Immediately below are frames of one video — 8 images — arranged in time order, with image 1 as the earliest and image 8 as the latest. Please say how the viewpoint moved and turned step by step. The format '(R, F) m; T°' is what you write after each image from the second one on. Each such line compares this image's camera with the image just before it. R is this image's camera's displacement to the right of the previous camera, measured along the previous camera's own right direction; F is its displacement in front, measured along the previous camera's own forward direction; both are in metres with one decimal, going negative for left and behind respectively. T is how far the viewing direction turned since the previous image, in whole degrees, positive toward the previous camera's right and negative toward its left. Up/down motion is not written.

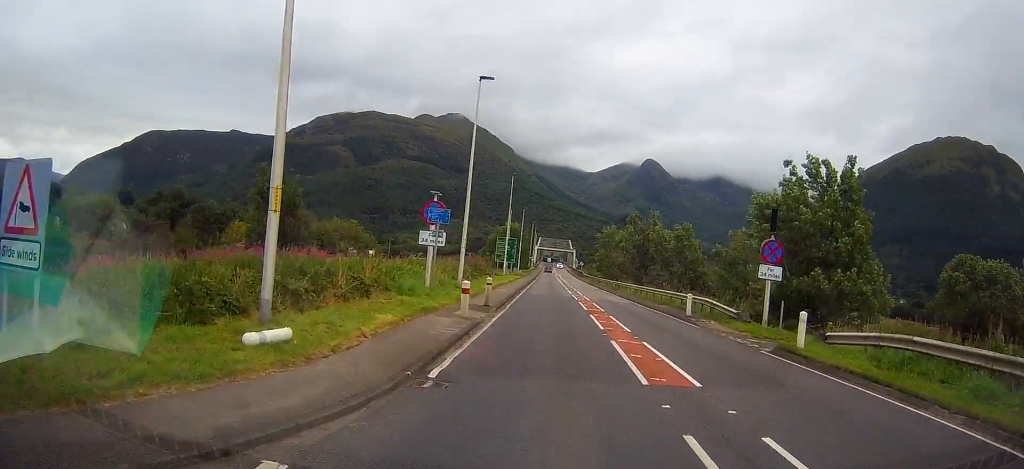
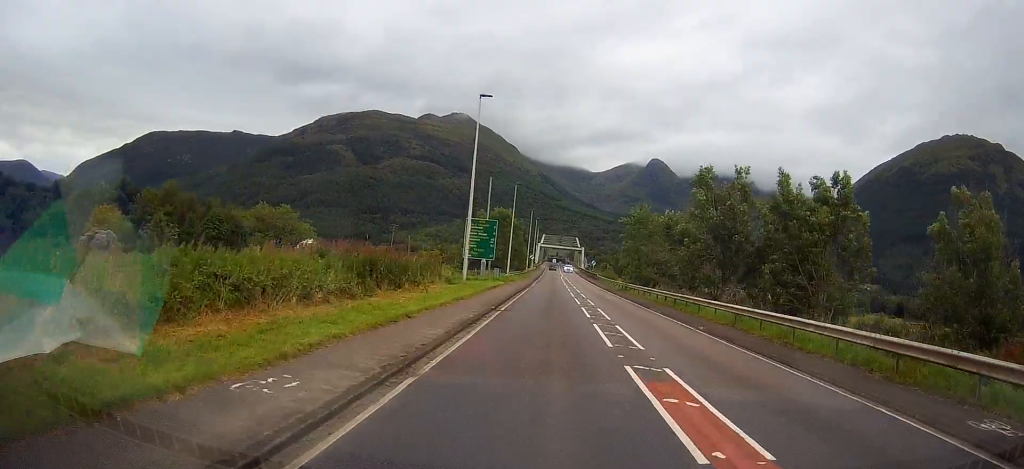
(-0.2, +30.5) m; -1°
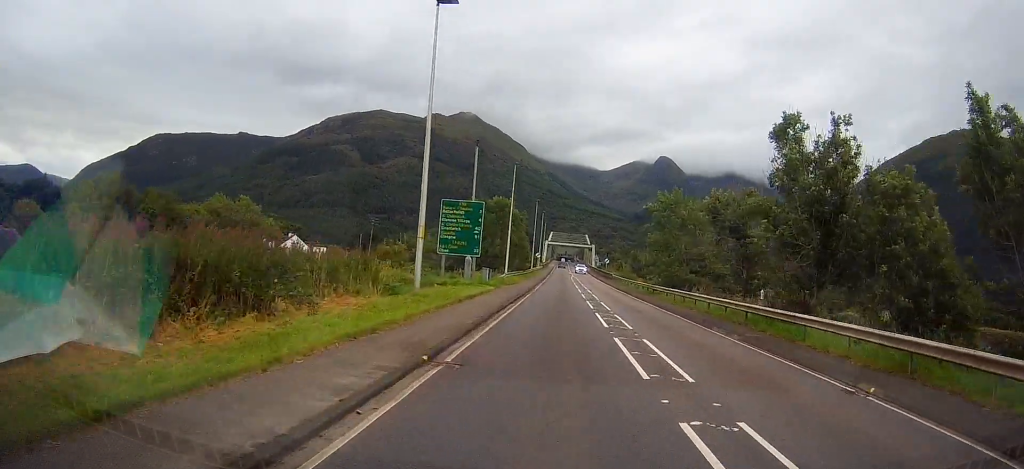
(0.0, +13.1) m; -1°
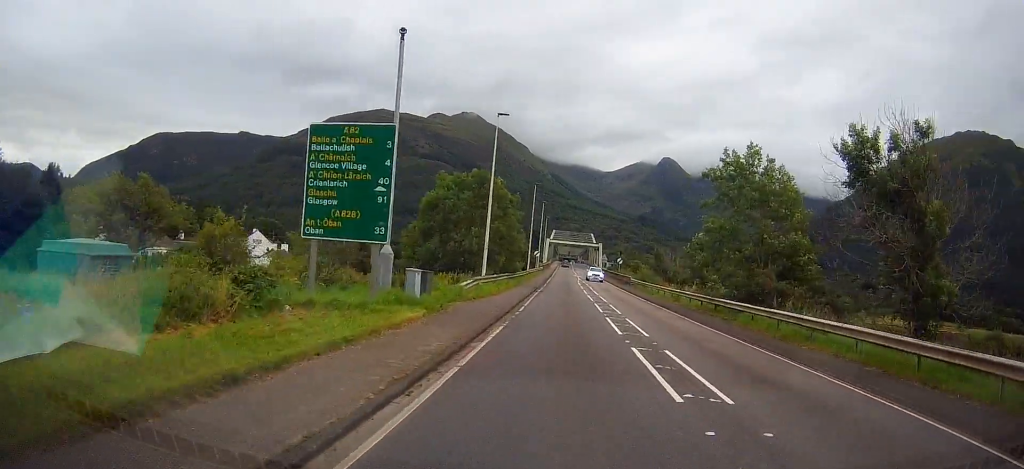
(-0.2, +19.1) m; 0°
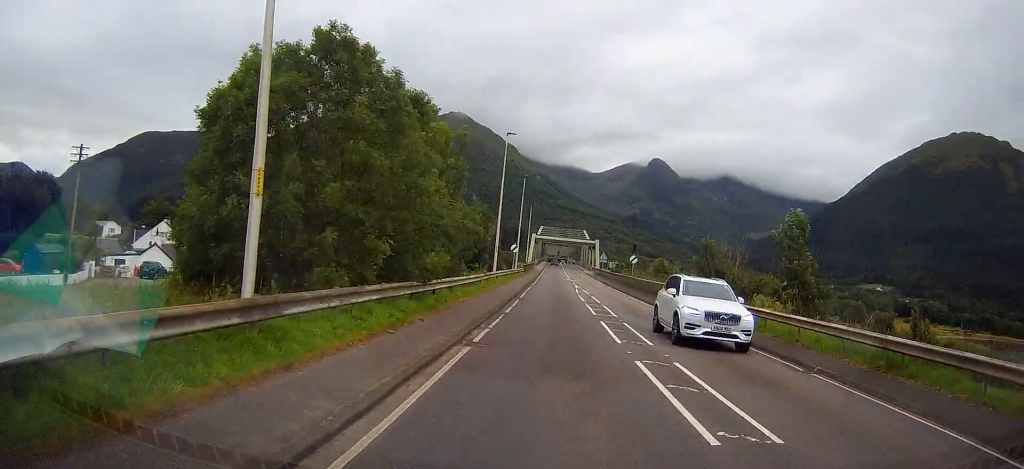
(+0.4, +28.2) m; +1°
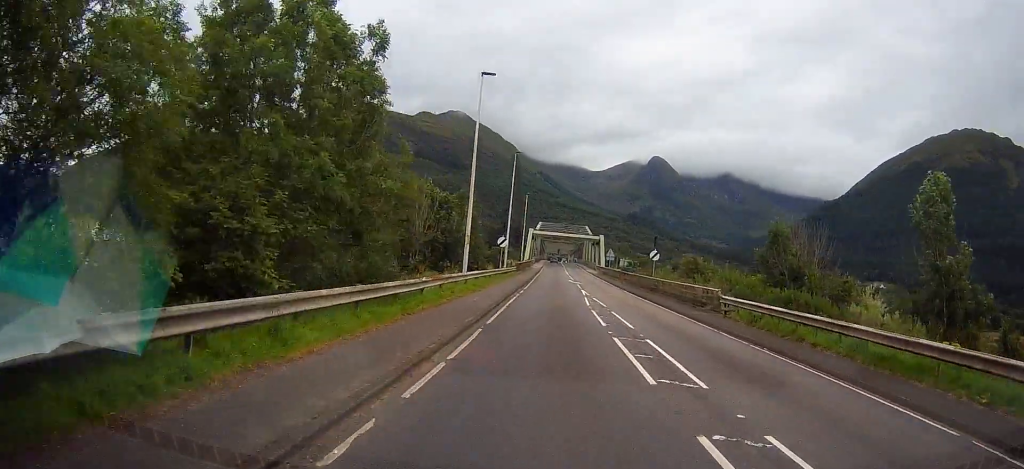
(0.0, +14.4) m; 0°
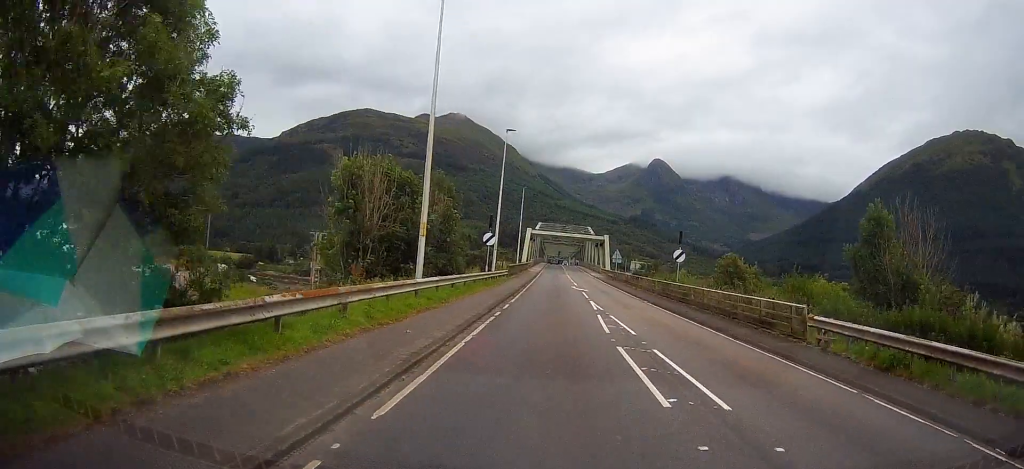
(0.0, +10.3) m; 0°
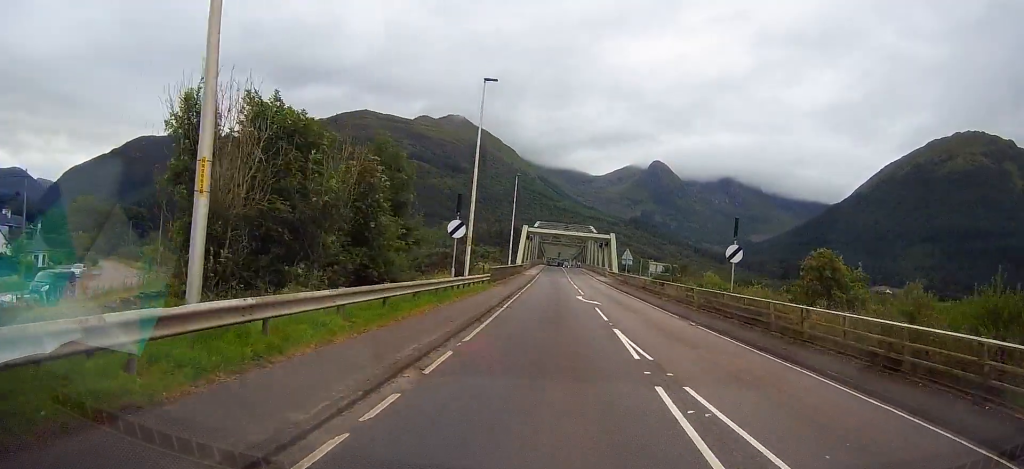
(0.0, +13.2) m; 0°
